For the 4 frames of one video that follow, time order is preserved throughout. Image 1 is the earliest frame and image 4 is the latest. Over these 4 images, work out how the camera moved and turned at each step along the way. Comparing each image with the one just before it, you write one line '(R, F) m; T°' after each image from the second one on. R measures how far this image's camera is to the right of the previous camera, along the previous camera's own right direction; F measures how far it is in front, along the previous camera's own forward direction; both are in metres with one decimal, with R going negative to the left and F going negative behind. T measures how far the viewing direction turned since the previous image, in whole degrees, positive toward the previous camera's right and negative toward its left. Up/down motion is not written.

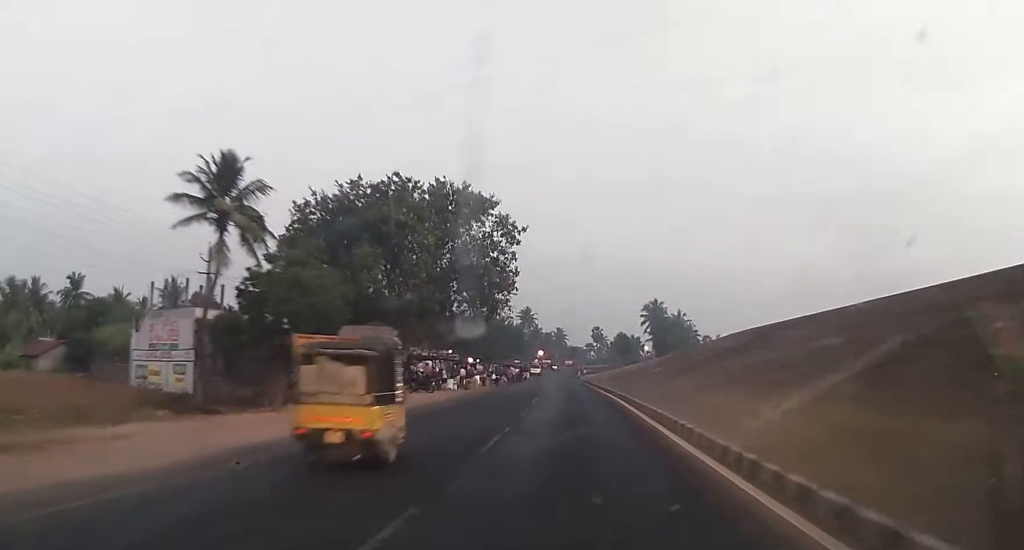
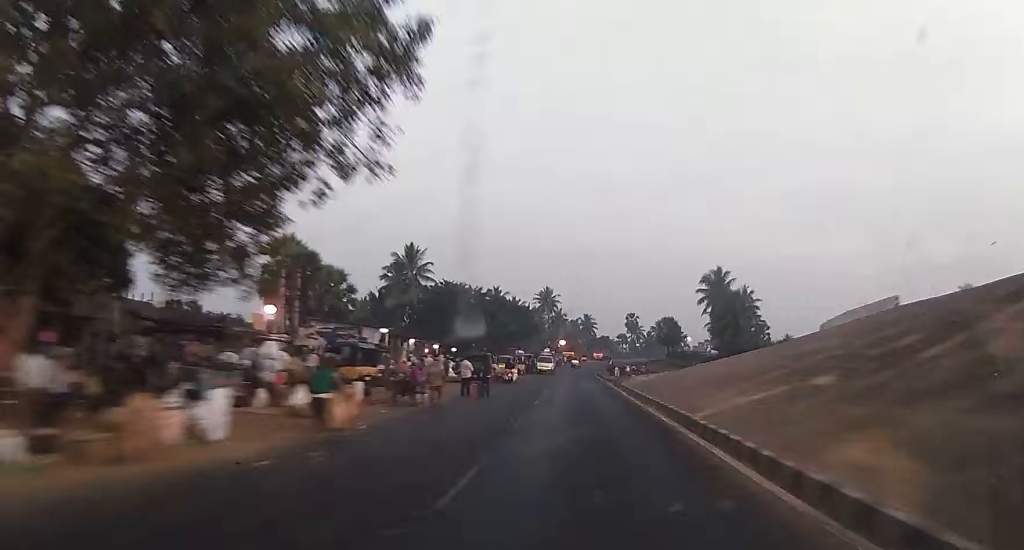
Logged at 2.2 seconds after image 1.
(-1.0, +42.0) m; -4°
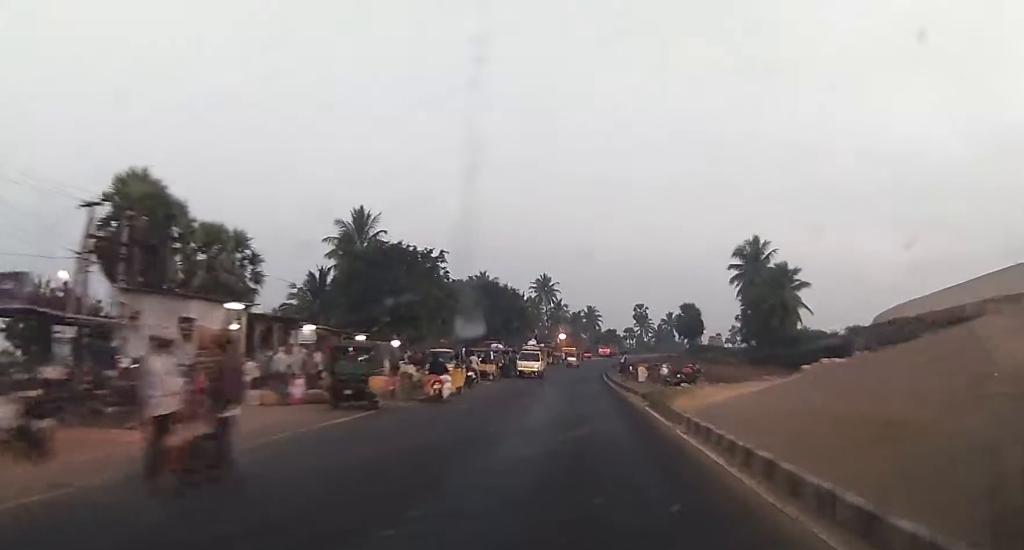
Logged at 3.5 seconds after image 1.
(-0.6, +25.1) m; 0°
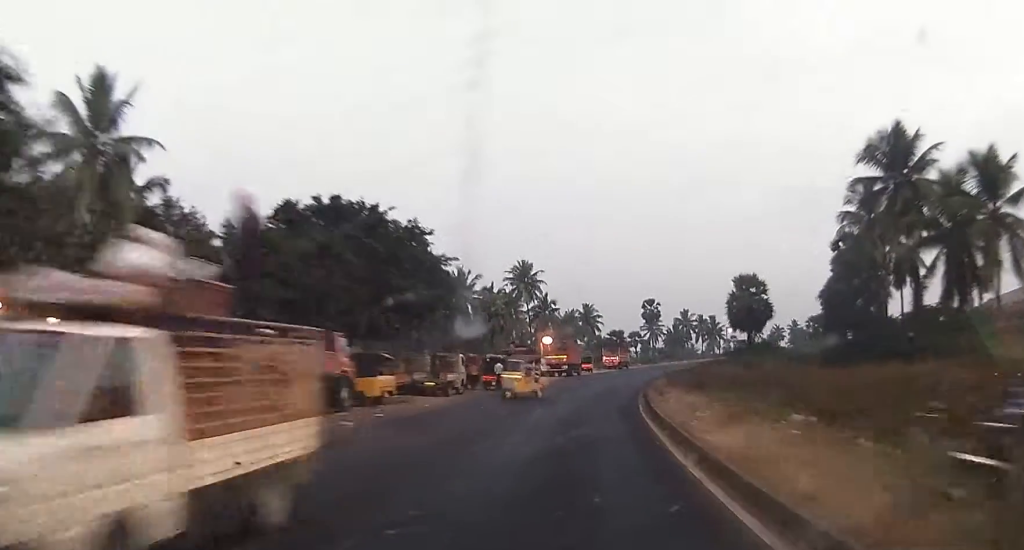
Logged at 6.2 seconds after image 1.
(+0.7, +46.4) m; +1°
